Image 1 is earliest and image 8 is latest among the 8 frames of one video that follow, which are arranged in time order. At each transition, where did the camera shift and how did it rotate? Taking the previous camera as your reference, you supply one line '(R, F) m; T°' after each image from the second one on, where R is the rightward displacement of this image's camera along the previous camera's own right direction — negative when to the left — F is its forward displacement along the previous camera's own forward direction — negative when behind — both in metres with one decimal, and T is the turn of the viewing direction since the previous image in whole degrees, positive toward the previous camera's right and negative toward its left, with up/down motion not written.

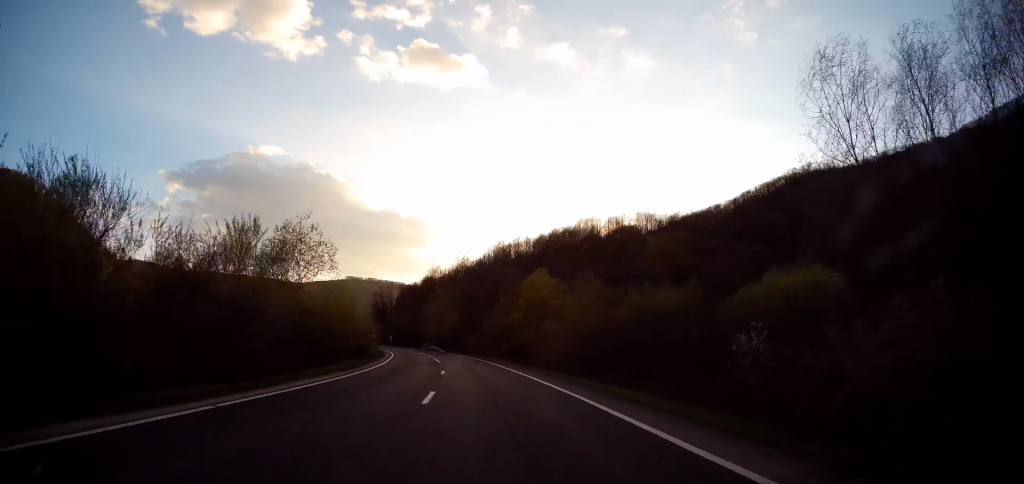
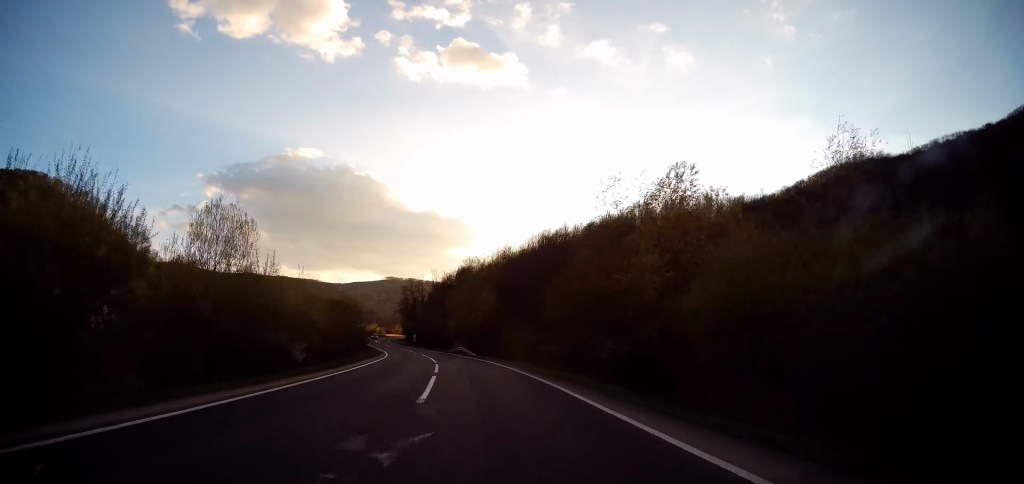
(-1.2, +26.8) m; -5°
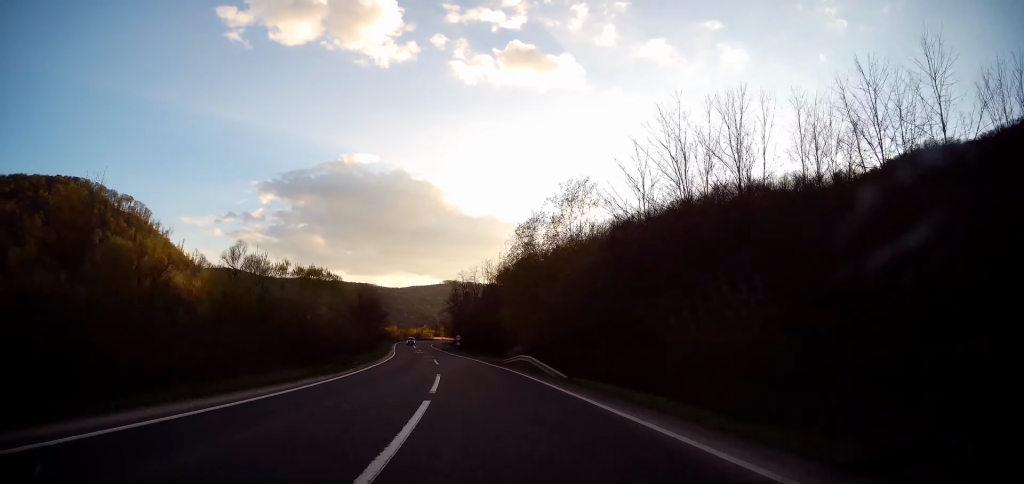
(-1.6, +30.2) m; -5°
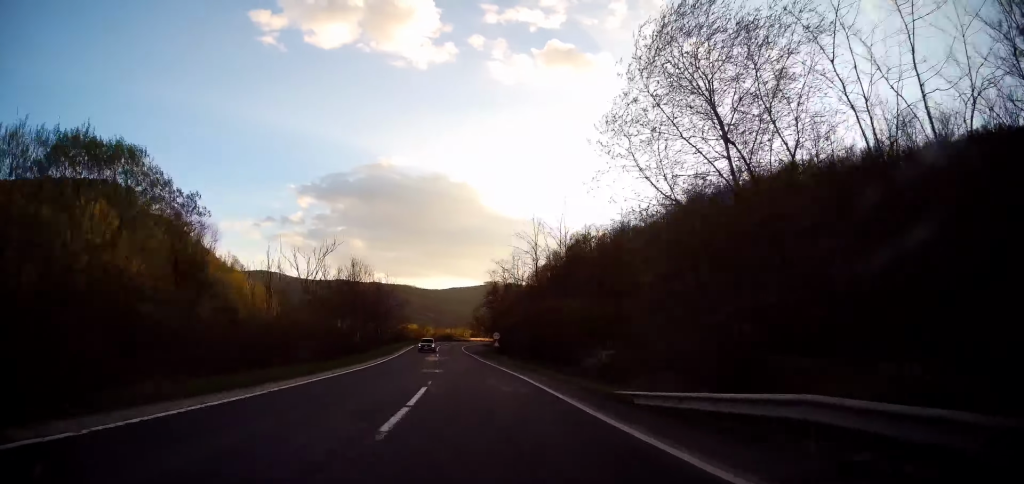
(-1.0, +26.7) m; -6°
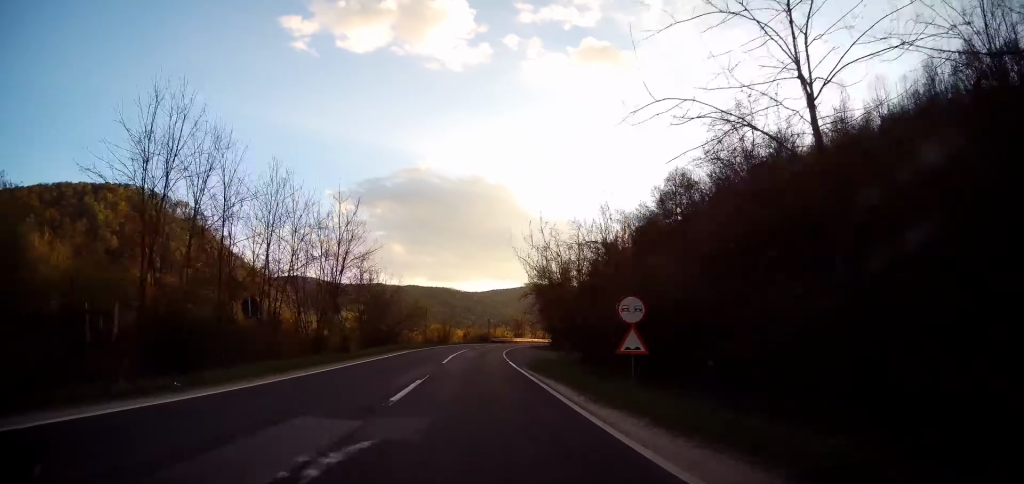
(-2.8, +38.8) m; -6°
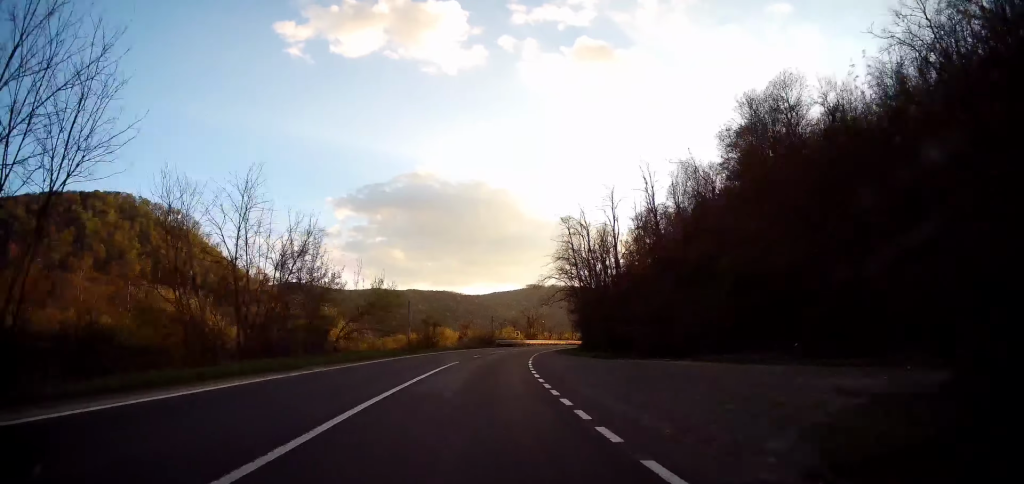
(-0.3, +27.5) m; -1°
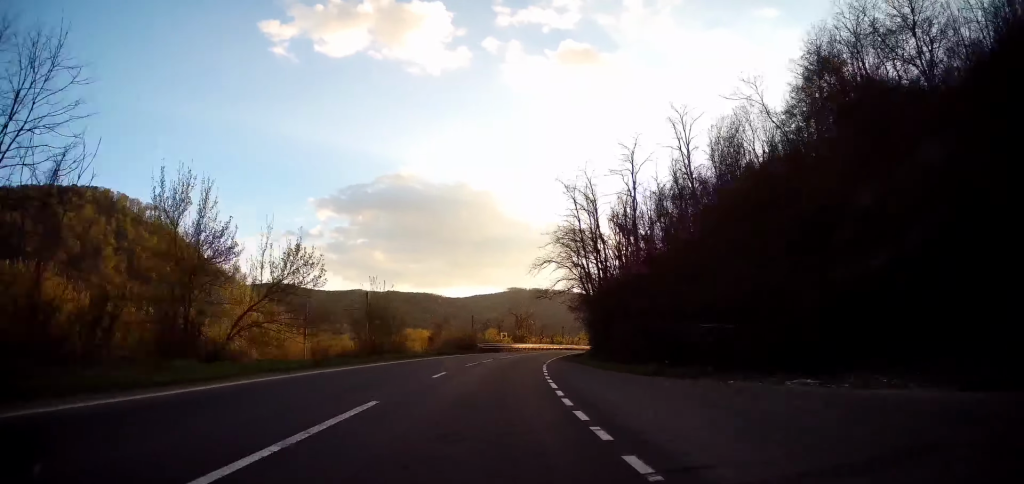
(0.0, +18.0) m; 0°
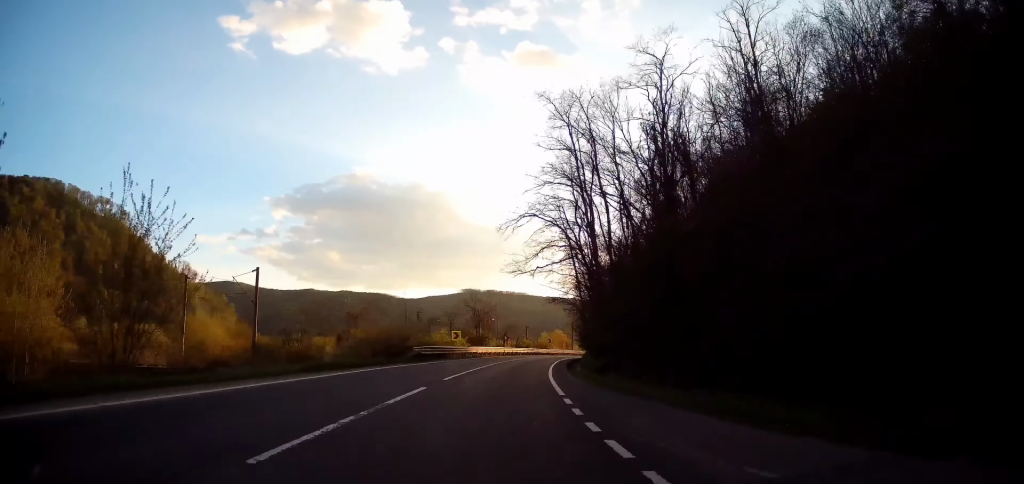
(+0.1, +22.1) m; +2°
